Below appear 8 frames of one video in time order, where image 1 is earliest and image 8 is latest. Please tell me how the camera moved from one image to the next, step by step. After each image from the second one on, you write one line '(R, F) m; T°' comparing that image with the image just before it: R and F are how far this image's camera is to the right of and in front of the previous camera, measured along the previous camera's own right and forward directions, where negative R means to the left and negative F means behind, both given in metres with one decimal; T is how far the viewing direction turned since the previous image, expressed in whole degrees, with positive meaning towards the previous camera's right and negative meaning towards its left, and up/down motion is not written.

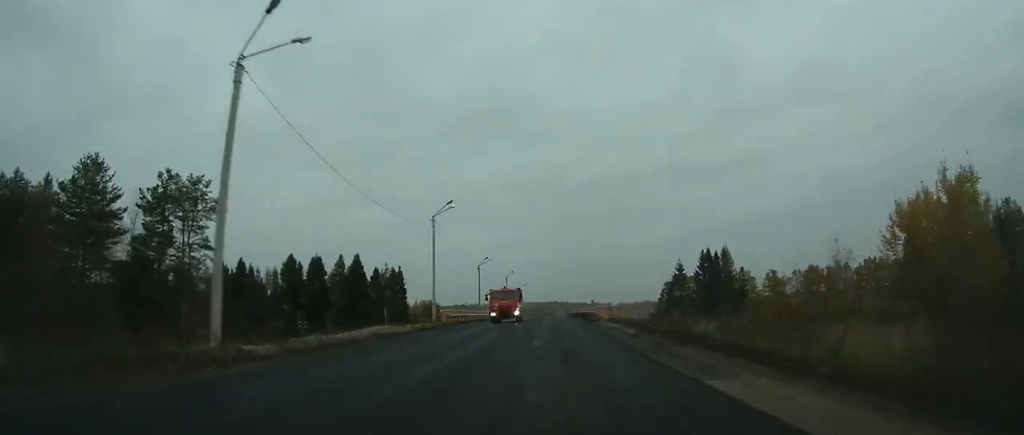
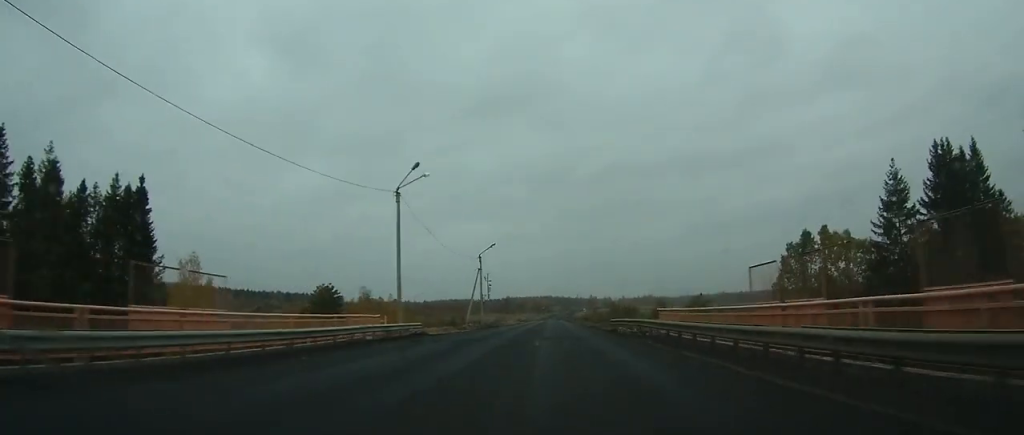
(+0.1, +91.9) m; +1°
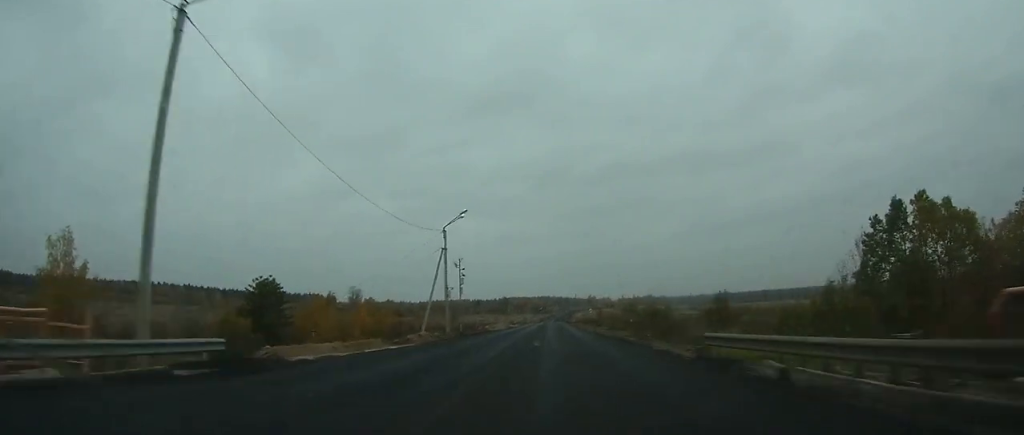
(0.0, +23.5) m; 0°
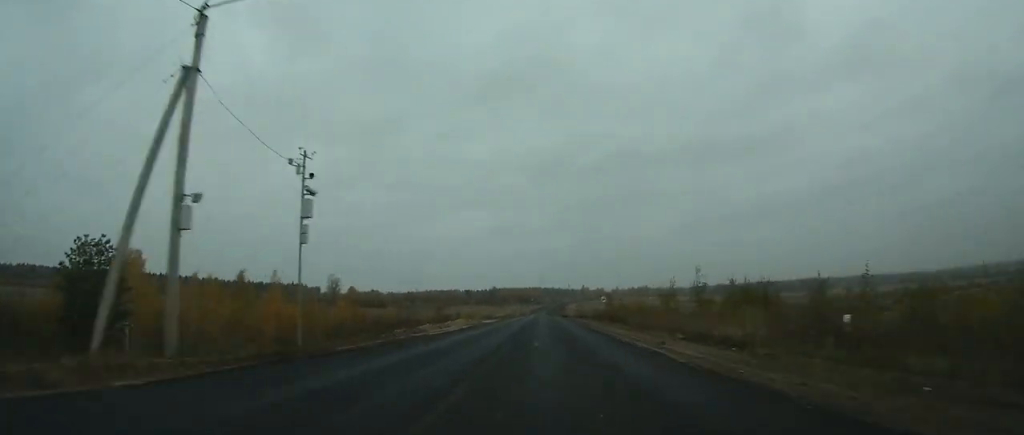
(+0.3, +33.4) m; 0°
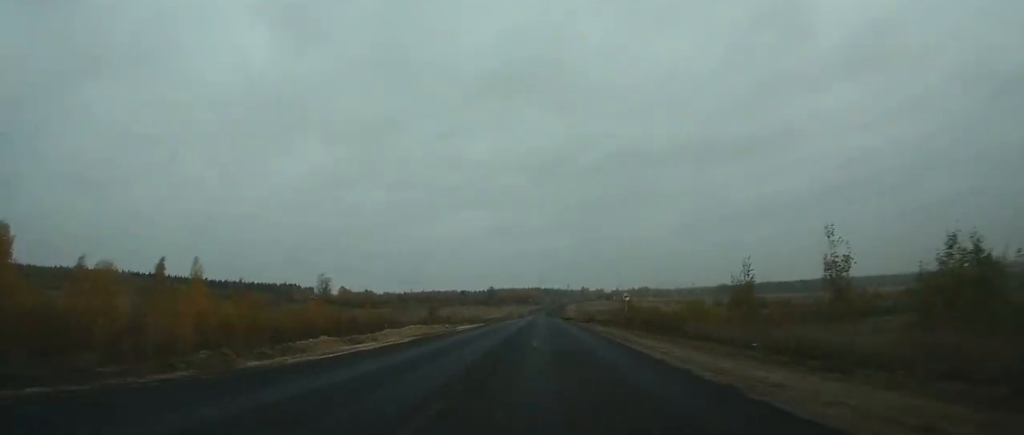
(0.0, +19.3) m; 0°
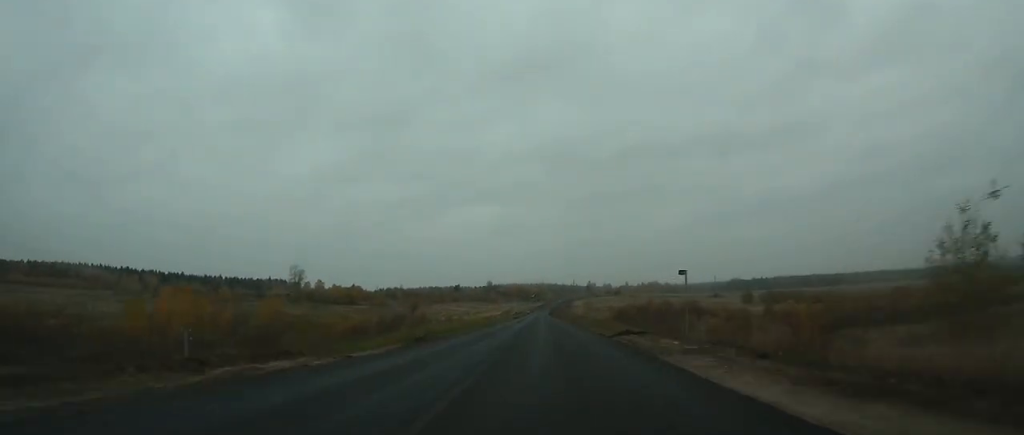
(-0.1, +57.3) m; 0°
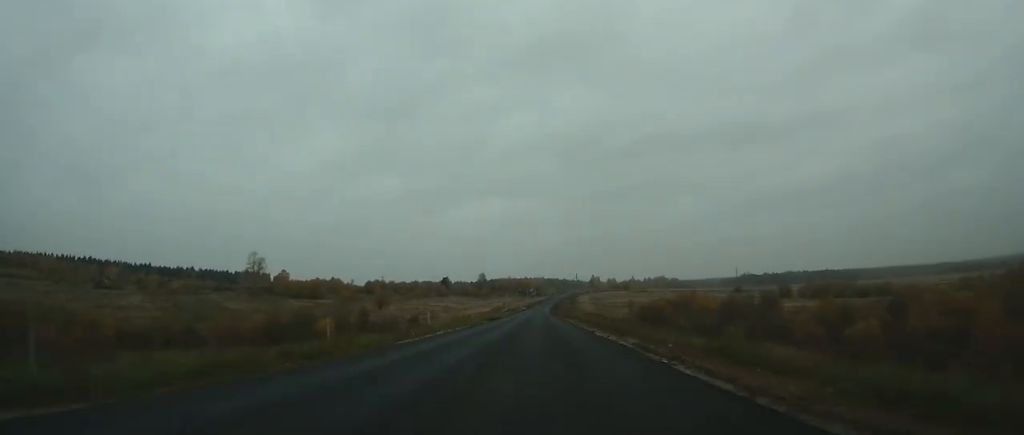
(-0.2, +61.7) m; 0°
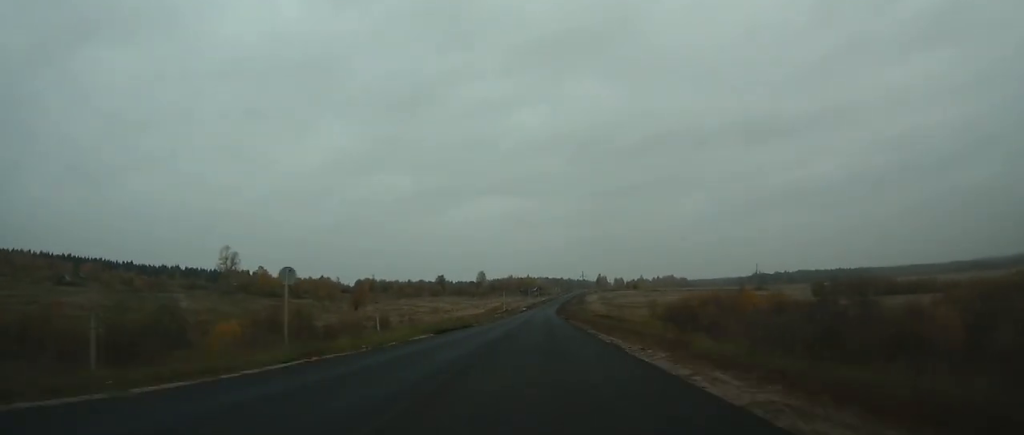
(0.0, +38.4) m; 0°
